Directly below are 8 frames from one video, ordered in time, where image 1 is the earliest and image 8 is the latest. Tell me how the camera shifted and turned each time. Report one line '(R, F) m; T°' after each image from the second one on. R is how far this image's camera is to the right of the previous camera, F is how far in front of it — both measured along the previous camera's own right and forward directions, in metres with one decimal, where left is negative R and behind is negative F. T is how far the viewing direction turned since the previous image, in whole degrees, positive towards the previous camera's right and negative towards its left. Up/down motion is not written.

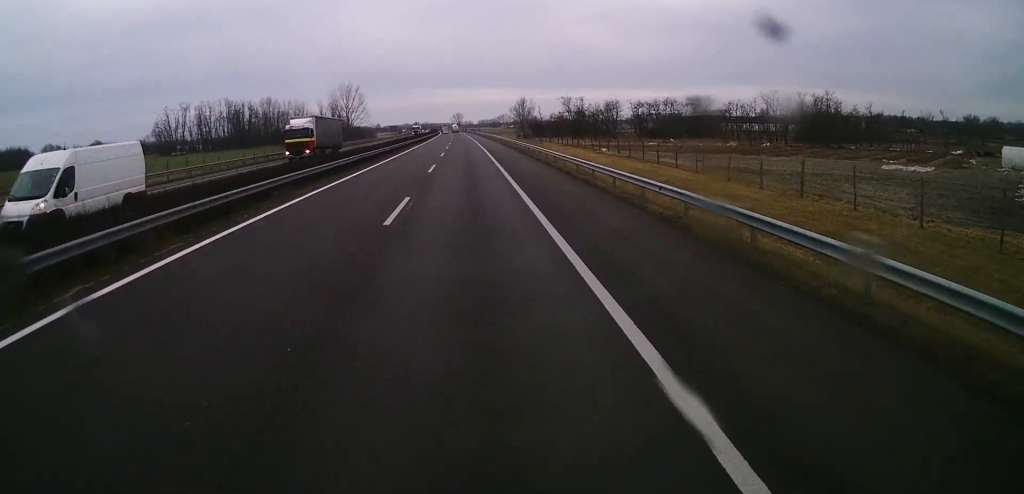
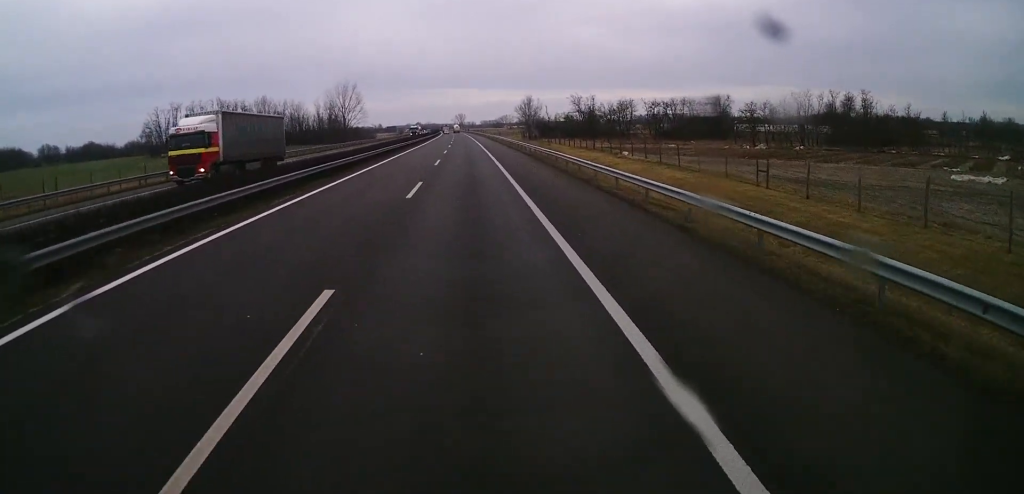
(-0.1, +12.3) m; 0°
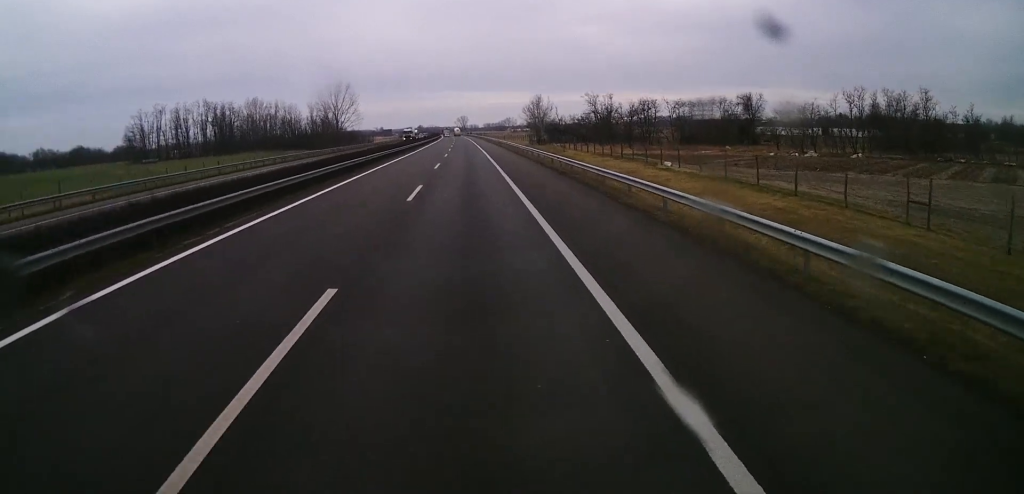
(+0.1, +17.8) m; 0°
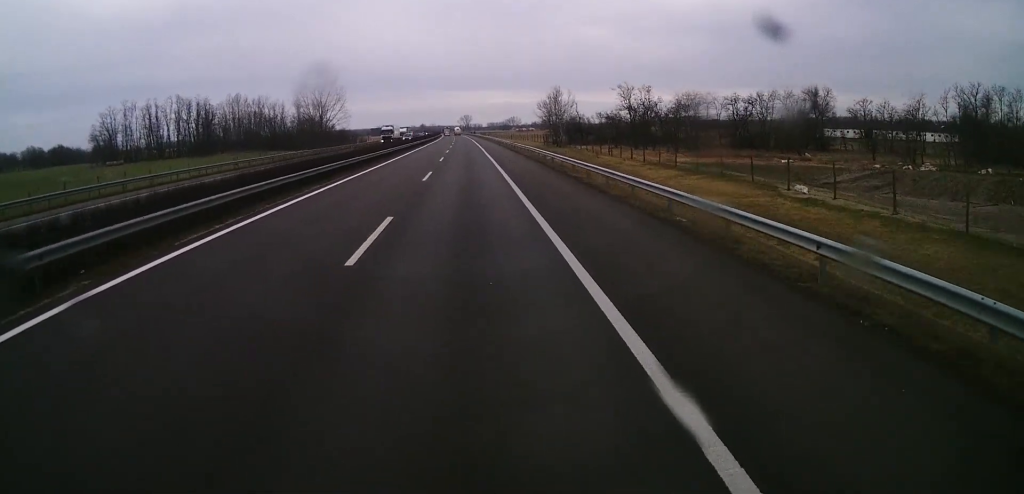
(+0.1, +28.6) m; 0°
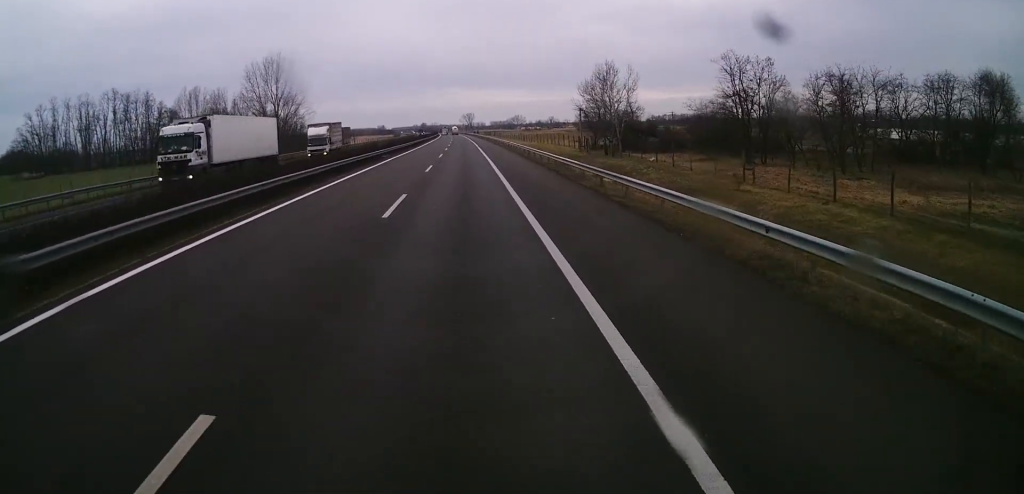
(0.0, +48.0) m; -1°
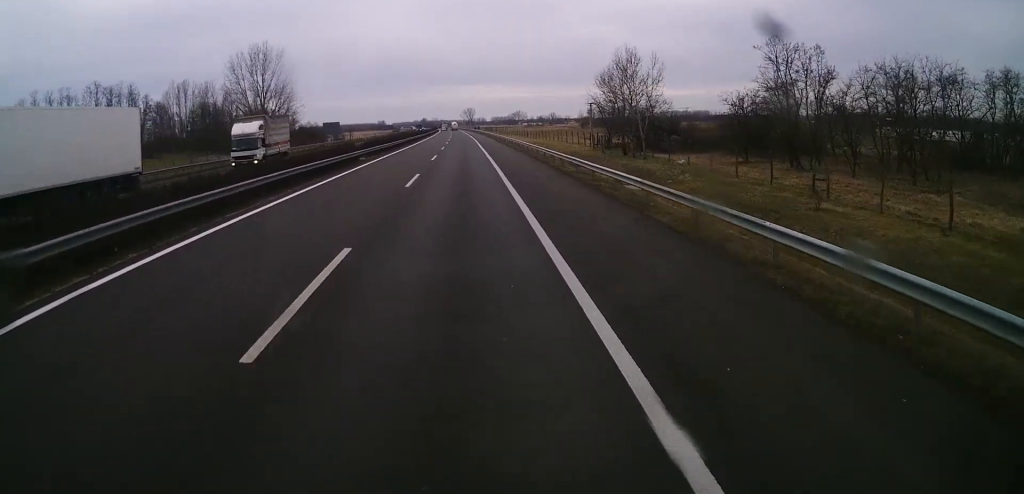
(-0.1, +10.8) m; 0°
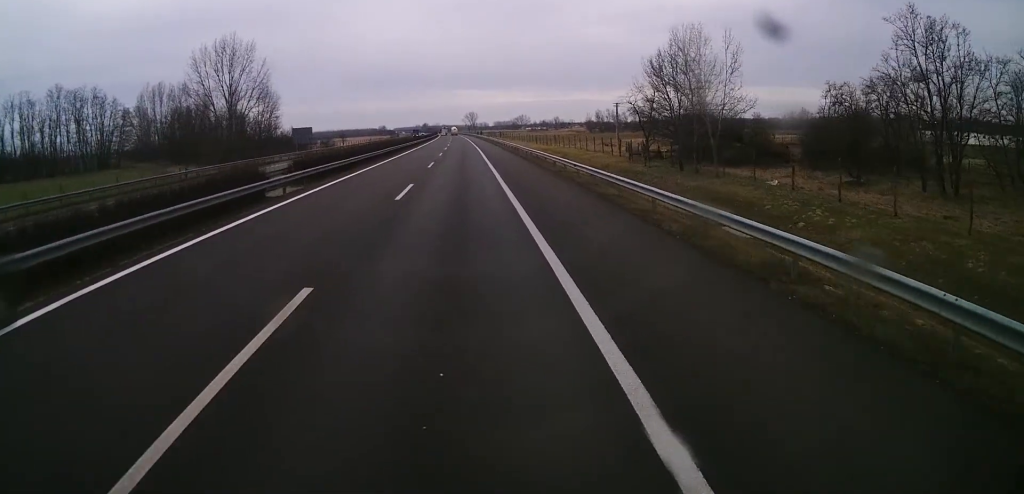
(-0.2, +20.8) m; 0°
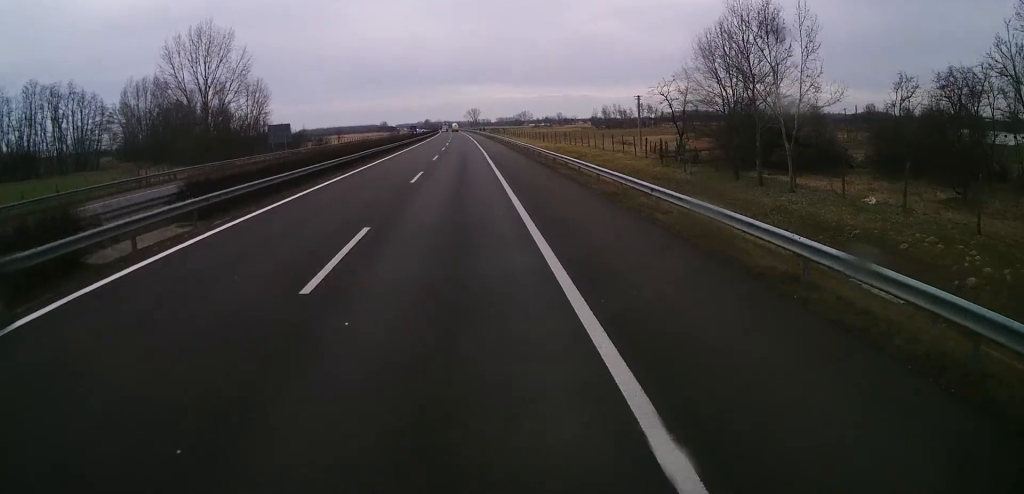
(+0.1, +12.3) m; 0°
